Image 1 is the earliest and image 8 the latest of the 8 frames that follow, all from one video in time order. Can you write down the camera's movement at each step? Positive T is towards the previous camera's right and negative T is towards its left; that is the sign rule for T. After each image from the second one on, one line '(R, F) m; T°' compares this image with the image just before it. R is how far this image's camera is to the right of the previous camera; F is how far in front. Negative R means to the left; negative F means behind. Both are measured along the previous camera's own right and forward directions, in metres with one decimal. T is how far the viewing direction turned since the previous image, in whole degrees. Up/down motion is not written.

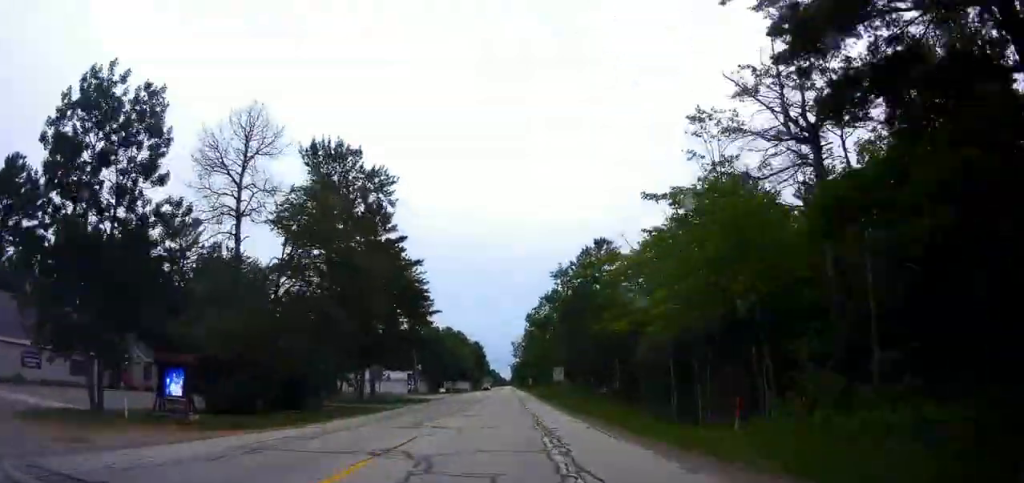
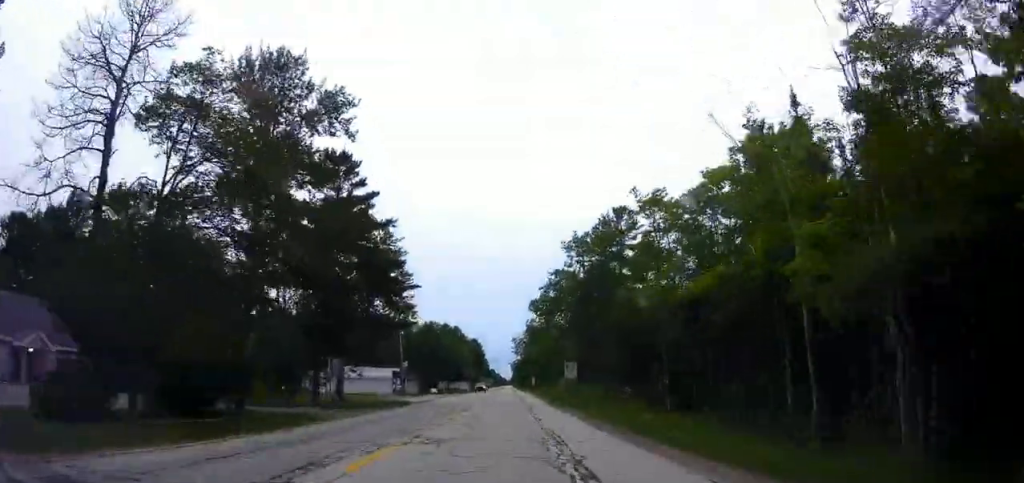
(+0.4, +9.3) m; +1°
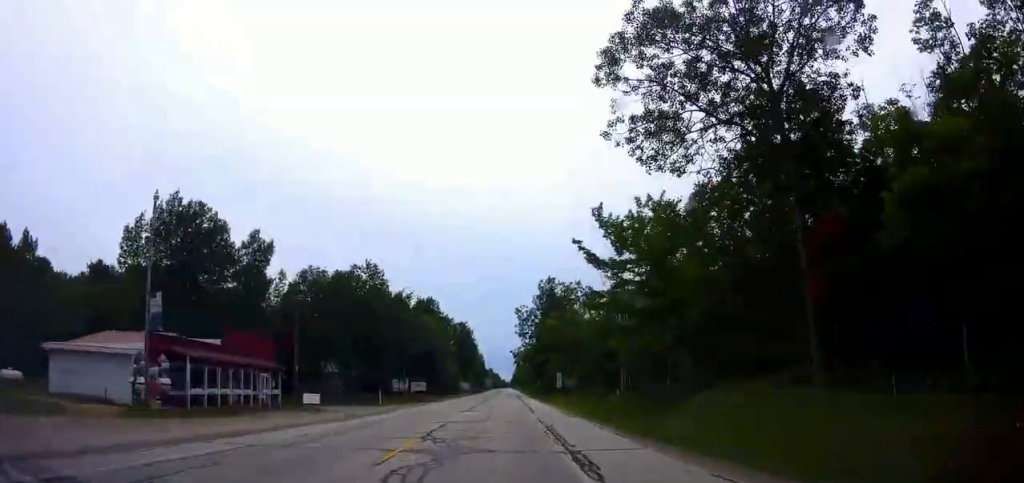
(-1.7, +61.4) m; -2°
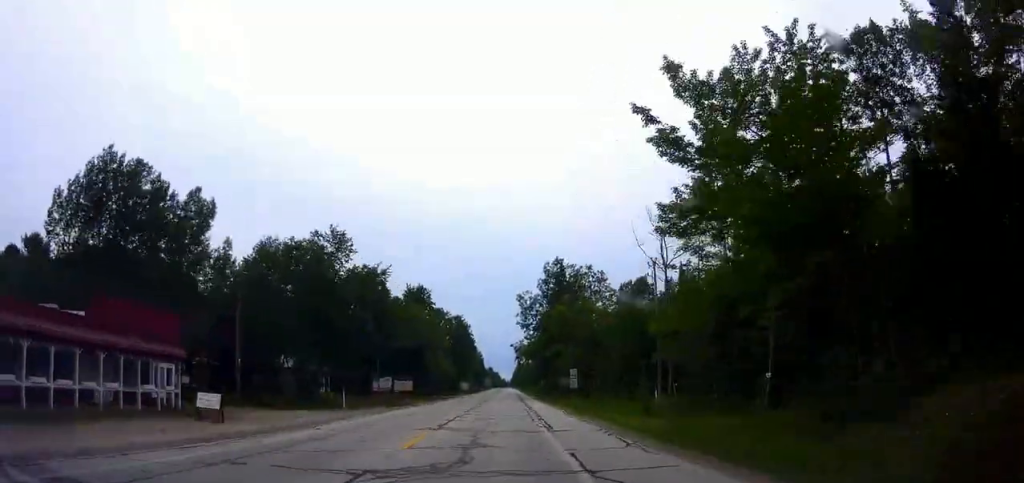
(-0.3, +13.1) m; 0°
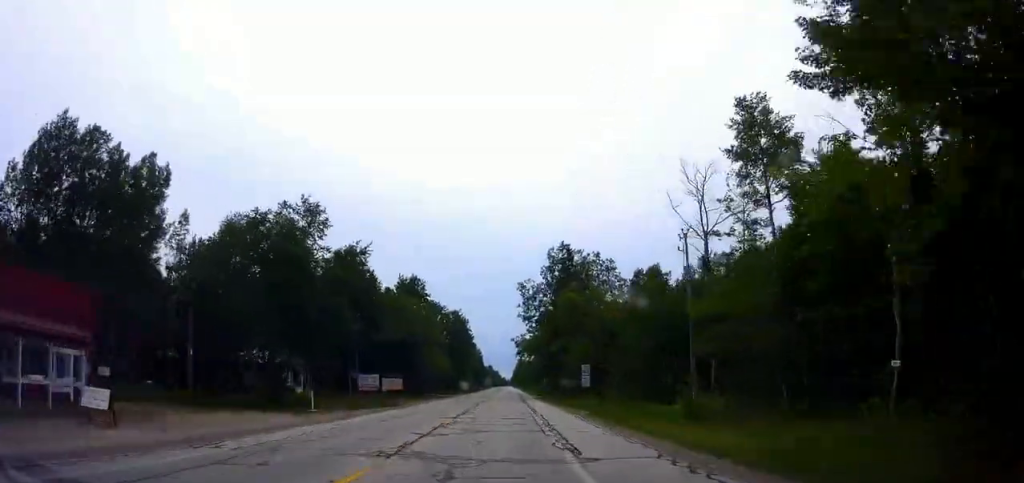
(-0.1, +7.7) m; 0°
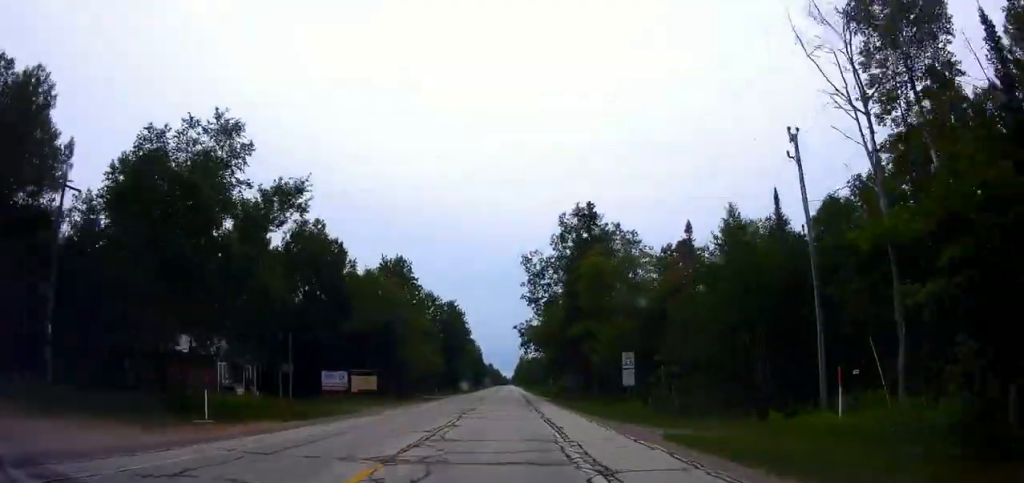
(+0.4, +14.6) m; +2°
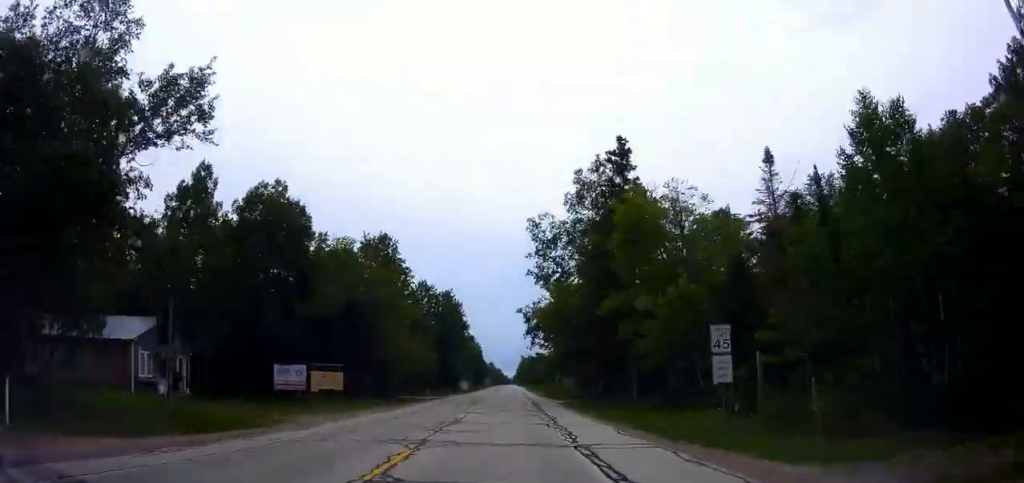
(+0.1, +12.1) m; 0°
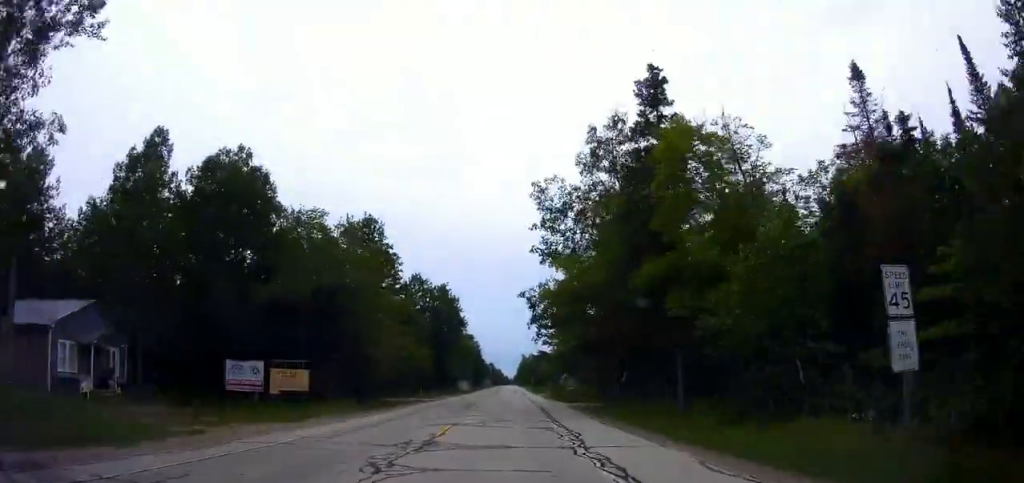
(0.0, +8.1) m; 0°
